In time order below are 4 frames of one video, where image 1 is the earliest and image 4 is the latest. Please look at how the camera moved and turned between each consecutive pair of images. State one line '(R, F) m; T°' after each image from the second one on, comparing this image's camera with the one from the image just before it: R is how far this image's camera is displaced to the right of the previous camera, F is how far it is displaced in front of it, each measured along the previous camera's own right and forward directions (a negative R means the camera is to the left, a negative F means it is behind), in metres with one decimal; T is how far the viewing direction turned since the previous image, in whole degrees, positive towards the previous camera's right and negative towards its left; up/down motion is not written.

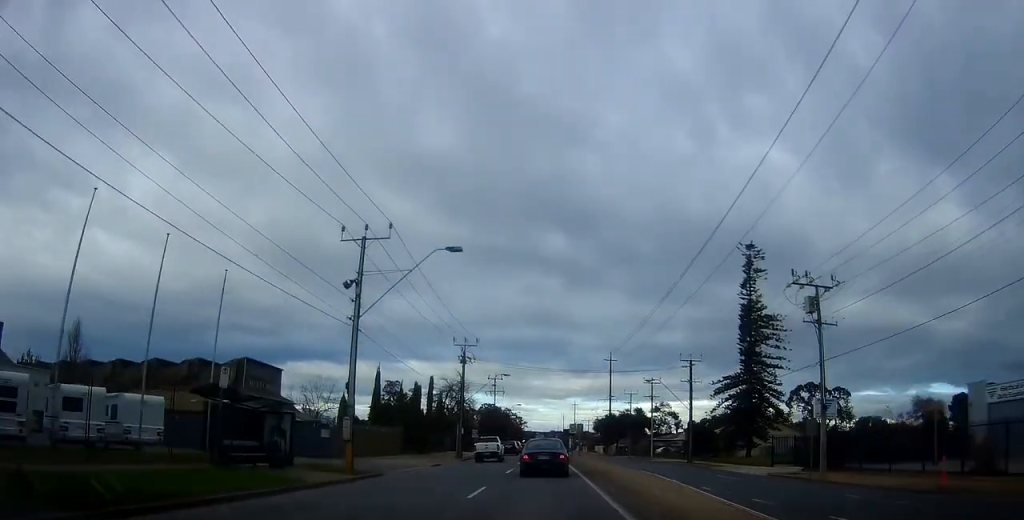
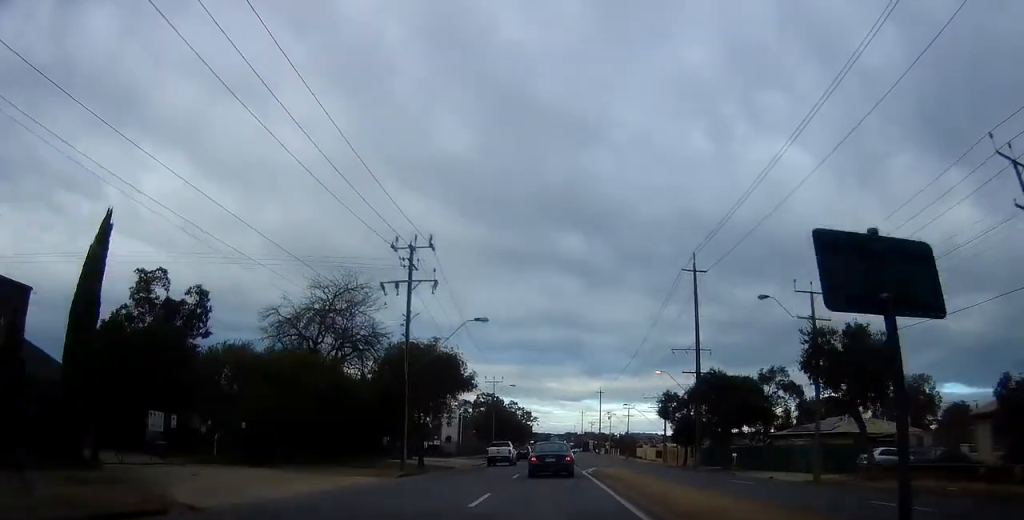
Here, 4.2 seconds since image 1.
(+1.0, +60.1) m; +2°
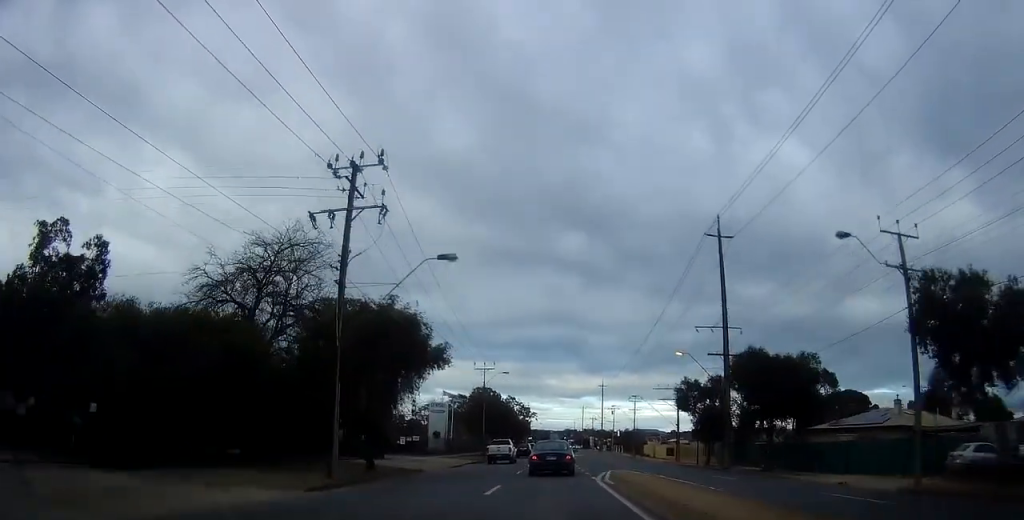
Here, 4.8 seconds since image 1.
(+0.3, +9.0) m; 0°
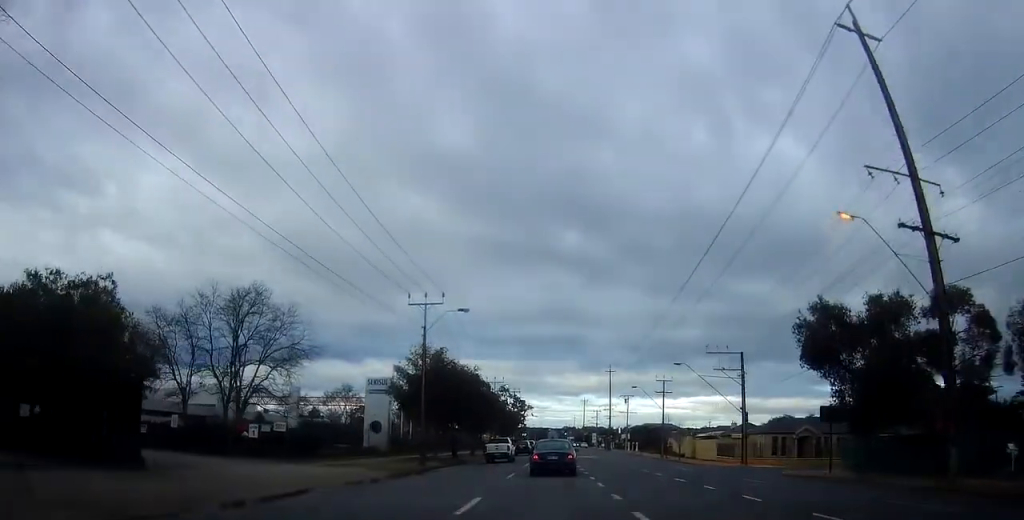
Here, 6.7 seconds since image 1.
(-0.9, +27.3) m; -2°
